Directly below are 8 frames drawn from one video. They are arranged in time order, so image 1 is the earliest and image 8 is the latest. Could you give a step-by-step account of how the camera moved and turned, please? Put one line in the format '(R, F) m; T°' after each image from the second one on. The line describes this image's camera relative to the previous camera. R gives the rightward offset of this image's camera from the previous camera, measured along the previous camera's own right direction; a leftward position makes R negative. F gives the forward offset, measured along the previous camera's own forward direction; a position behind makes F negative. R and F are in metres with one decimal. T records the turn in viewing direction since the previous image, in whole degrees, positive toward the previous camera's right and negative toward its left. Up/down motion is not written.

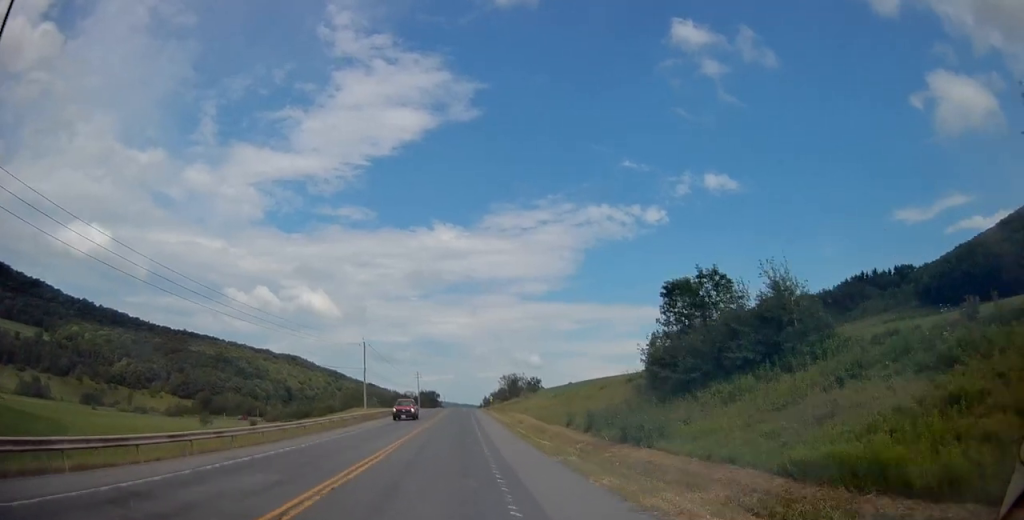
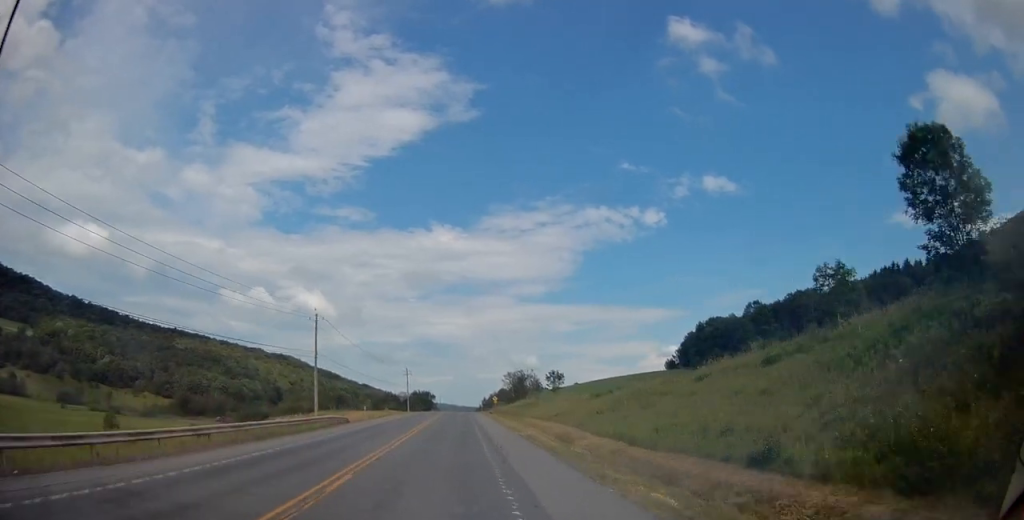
(+0.3, +28.9) m; +1°
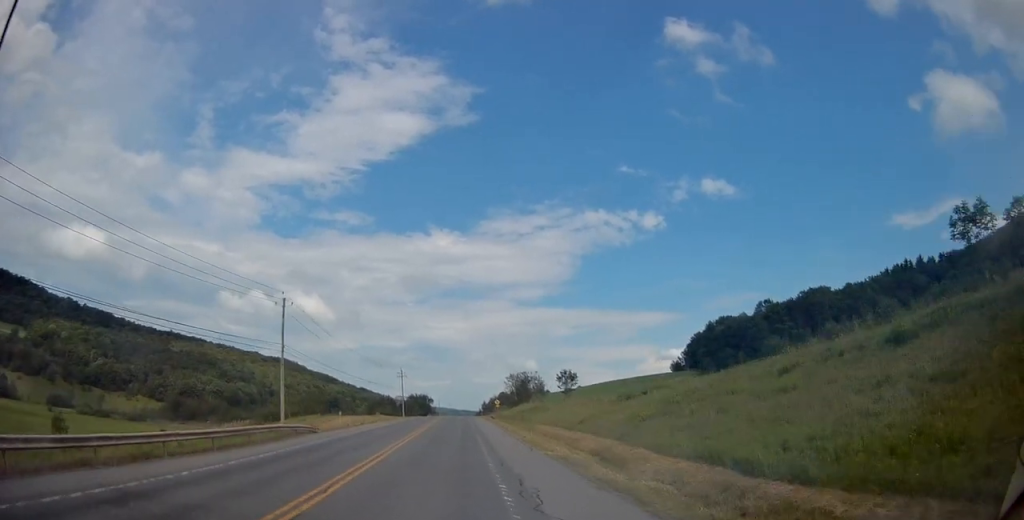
(0.0, +11.3) m; 0°
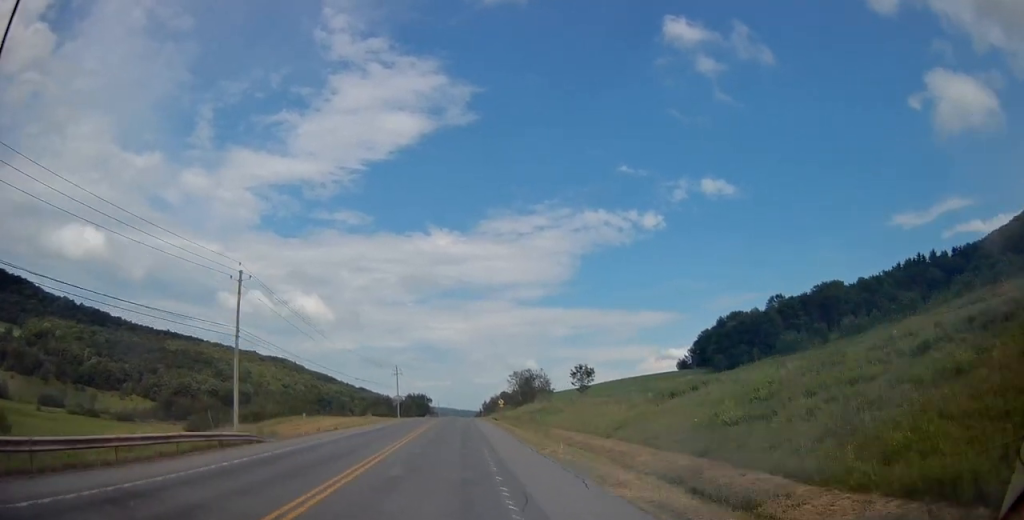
(+0.1, +10.6) m; 0°
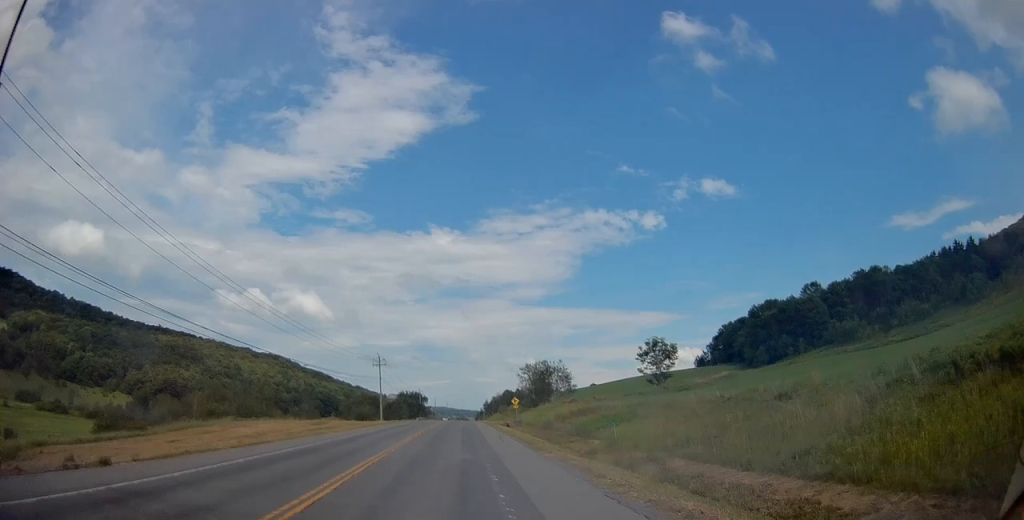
(-0.3, +27.8) m; 0°
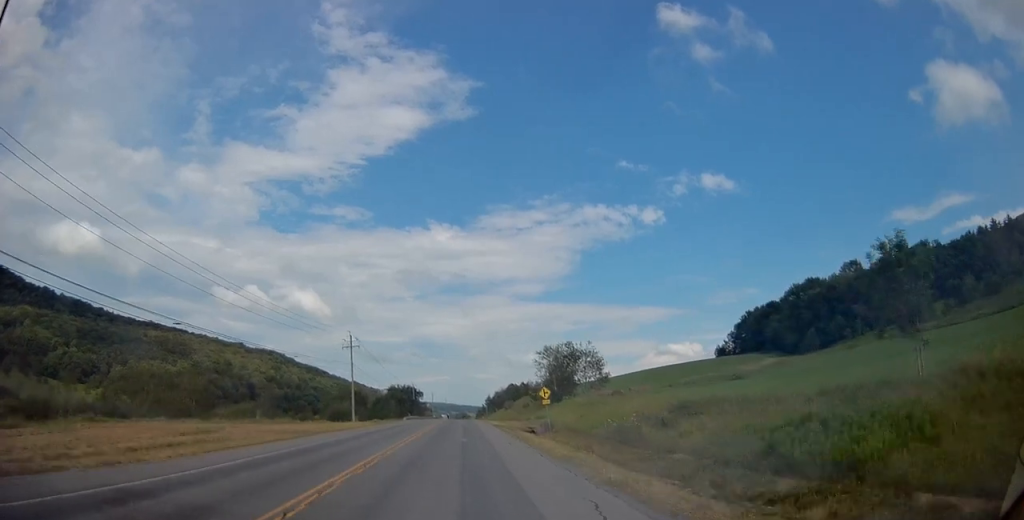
(+0.2, +27.0) m; +1°
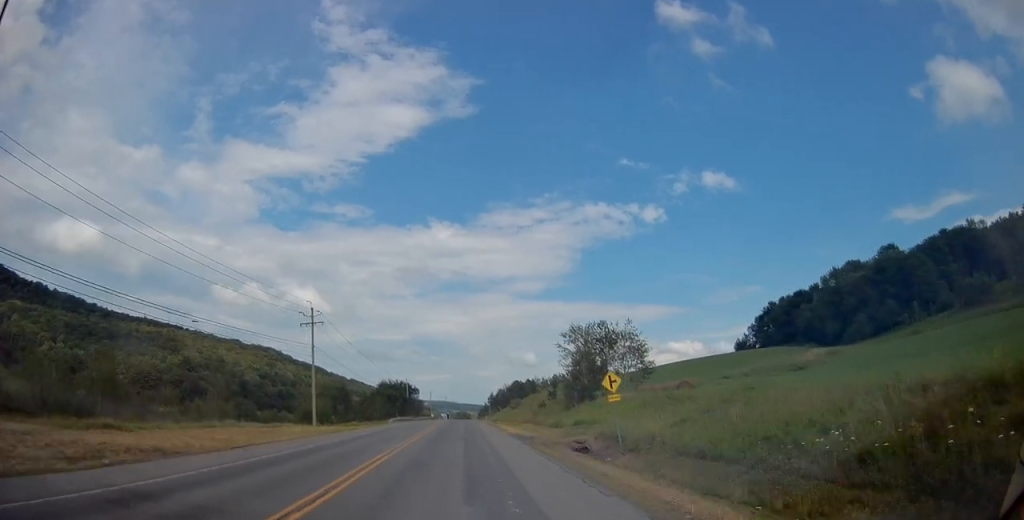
(+0.1, +21.2) m; -1°
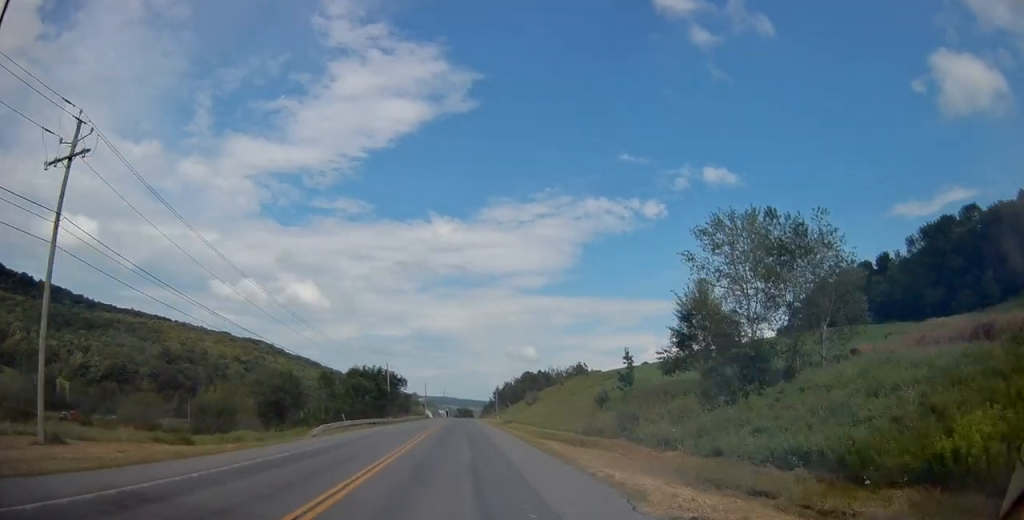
(-0.4, +40.3) m; 0°
